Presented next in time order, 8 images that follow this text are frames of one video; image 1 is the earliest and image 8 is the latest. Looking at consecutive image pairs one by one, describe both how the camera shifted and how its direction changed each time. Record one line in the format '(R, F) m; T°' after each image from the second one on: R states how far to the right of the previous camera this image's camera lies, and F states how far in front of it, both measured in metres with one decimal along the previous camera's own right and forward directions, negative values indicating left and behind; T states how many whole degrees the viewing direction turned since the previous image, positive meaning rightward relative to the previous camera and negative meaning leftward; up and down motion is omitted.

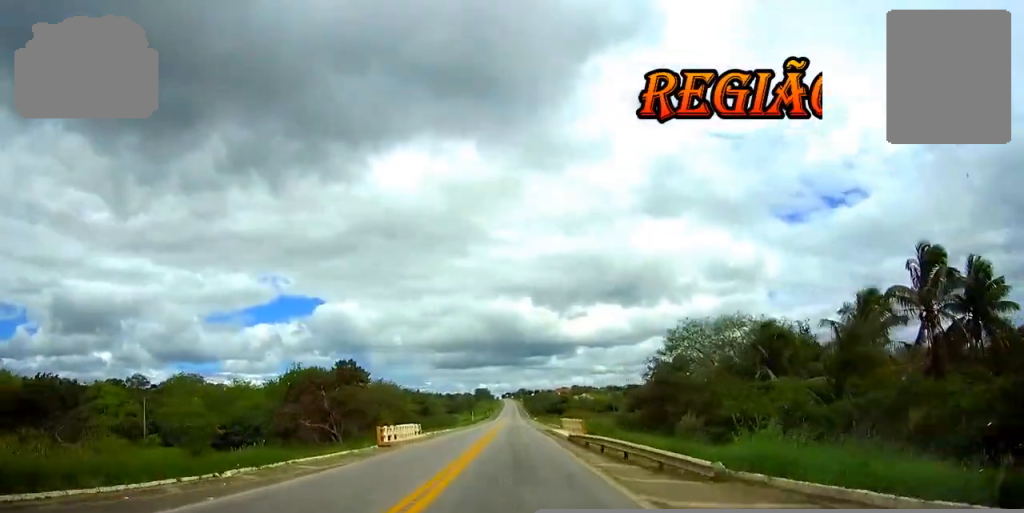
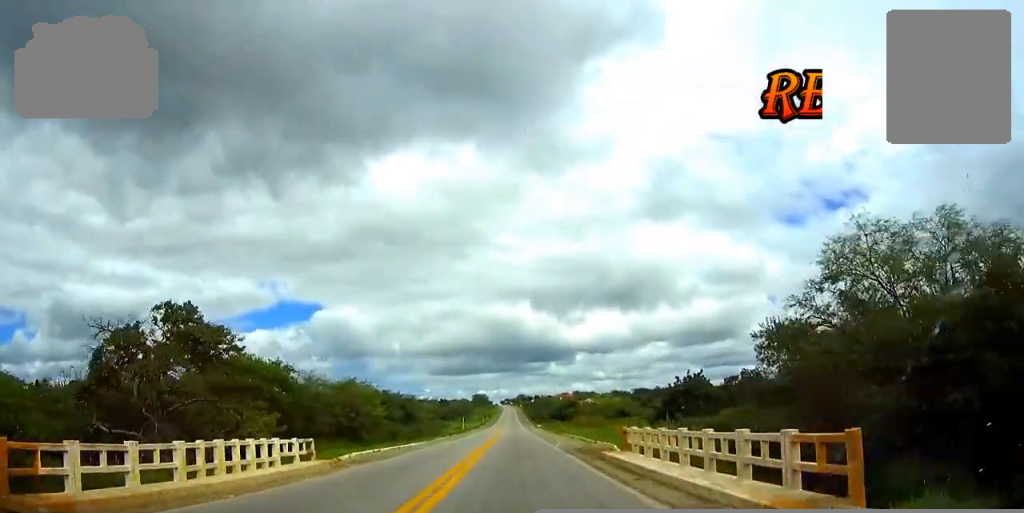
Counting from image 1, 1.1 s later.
(0.0, +26.7) m; 0°
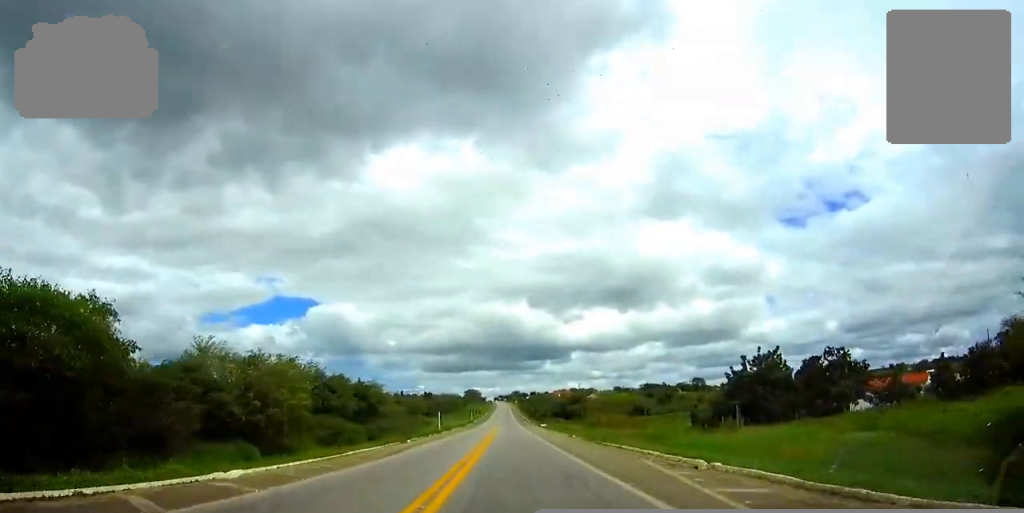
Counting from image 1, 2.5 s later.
(0.0, +35.2) m; 0°
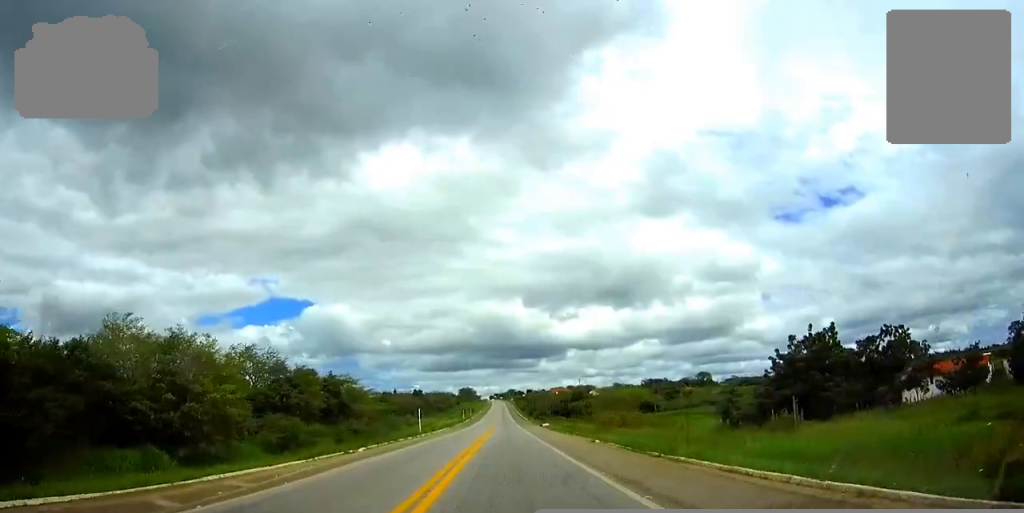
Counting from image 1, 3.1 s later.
(0.0, +15.9) m; 0°
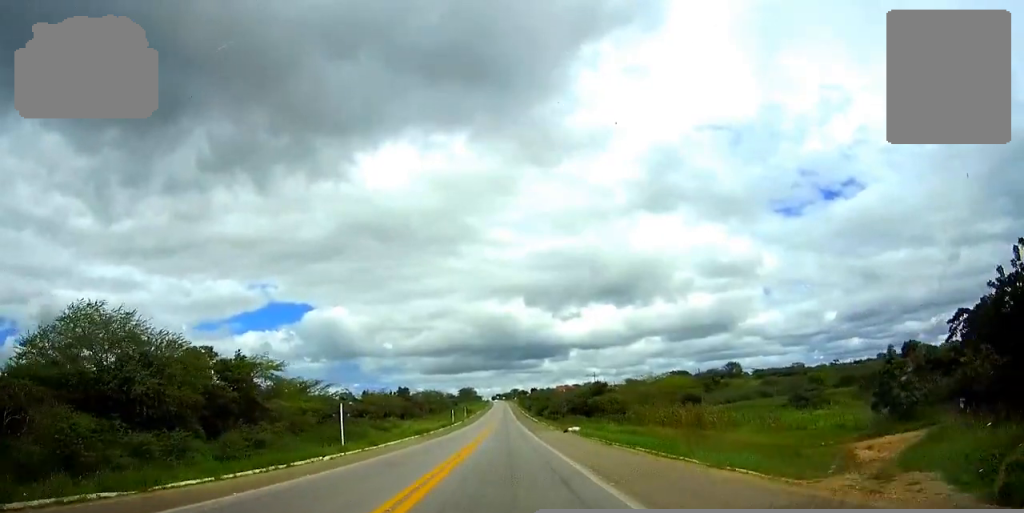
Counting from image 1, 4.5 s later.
(+0.1, +35.2) m; 0°
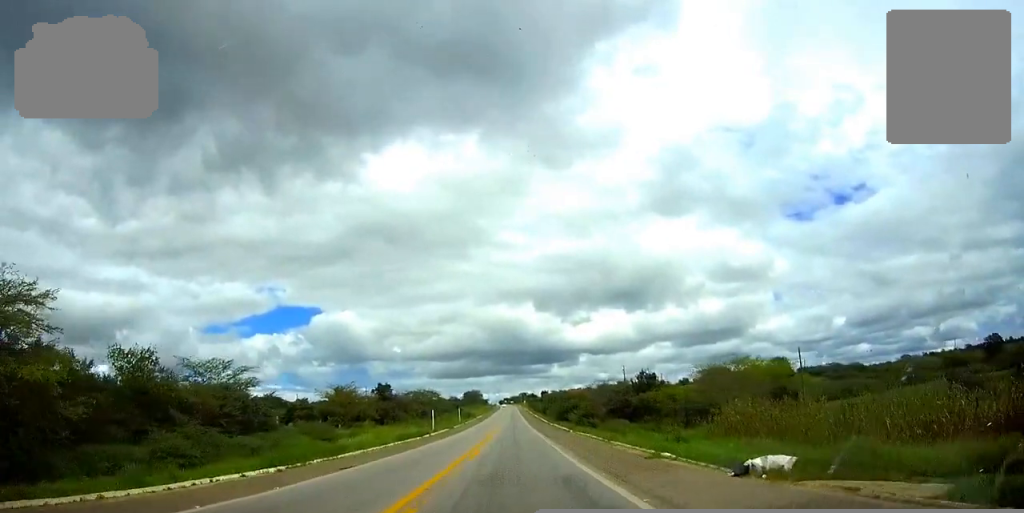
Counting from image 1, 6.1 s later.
(-0.2, +39.5) m; -1°
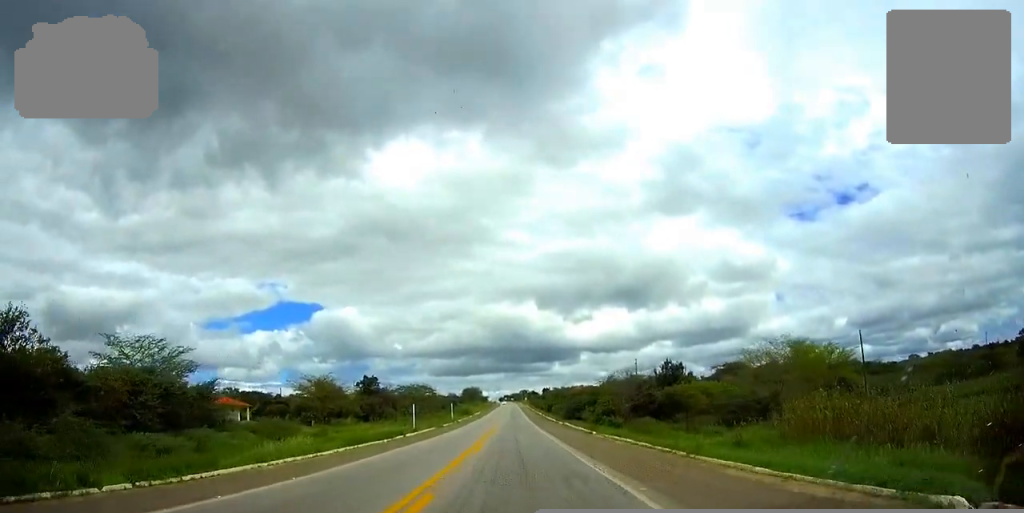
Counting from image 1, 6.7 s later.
(0.0, +15.1) m; 0°
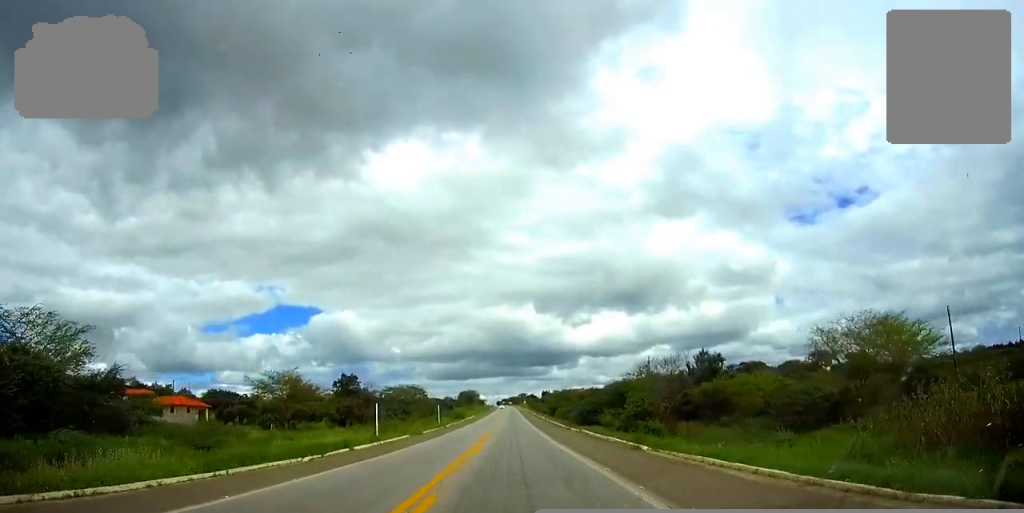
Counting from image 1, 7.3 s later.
(0.0, +16.0) m; 0°
